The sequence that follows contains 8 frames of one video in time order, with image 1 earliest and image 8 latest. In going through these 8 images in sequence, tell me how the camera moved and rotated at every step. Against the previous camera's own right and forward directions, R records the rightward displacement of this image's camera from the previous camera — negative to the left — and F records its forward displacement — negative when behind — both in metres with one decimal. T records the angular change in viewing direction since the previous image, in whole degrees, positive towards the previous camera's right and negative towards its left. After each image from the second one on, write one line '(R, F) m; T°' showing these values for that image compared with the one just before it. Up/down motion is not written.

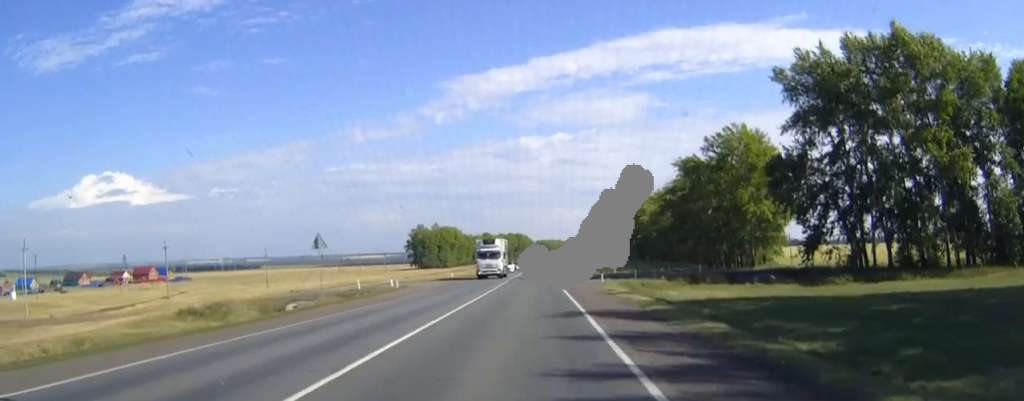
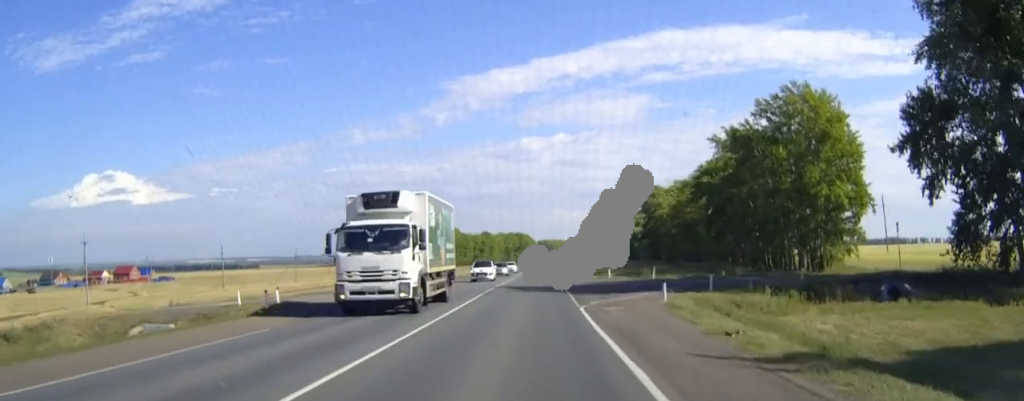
(-0.1, +24.8) m; 0°
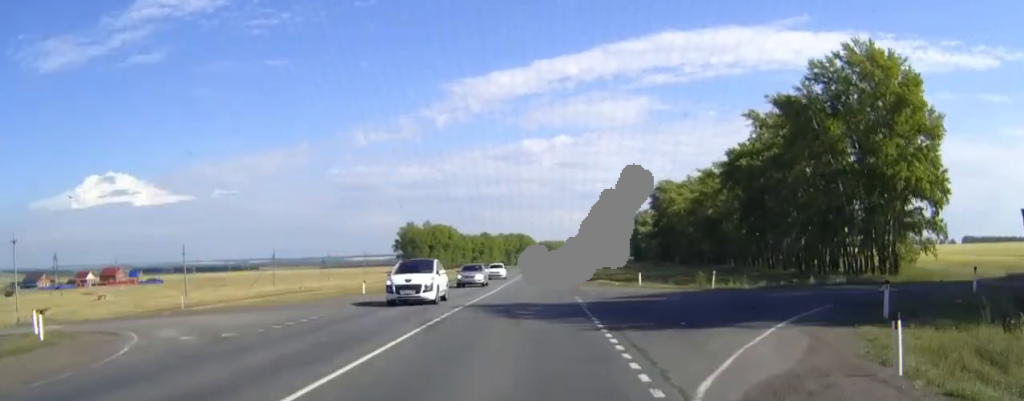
(0.0, +16.8) m; 0°
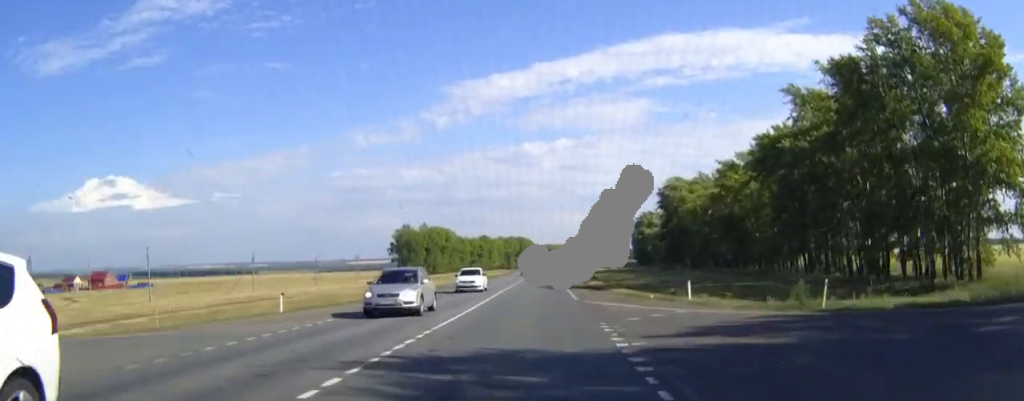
(0.0, +13.2) m; 0°
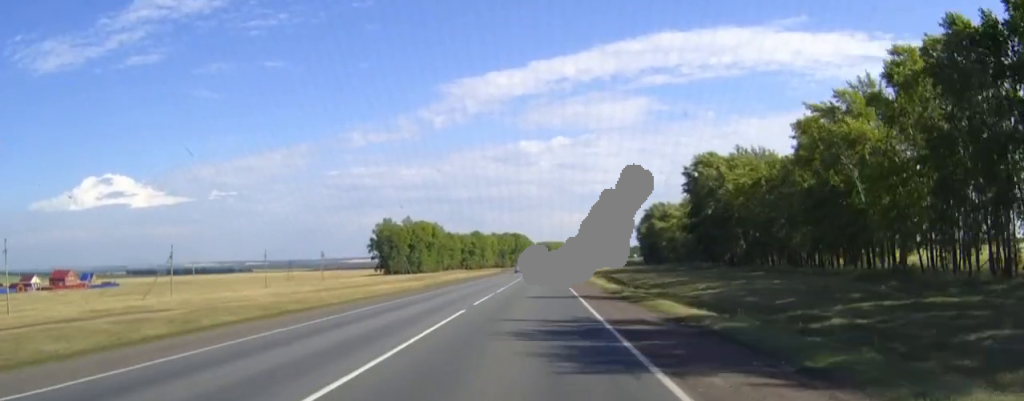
(0.0, +36.7) m; 0°
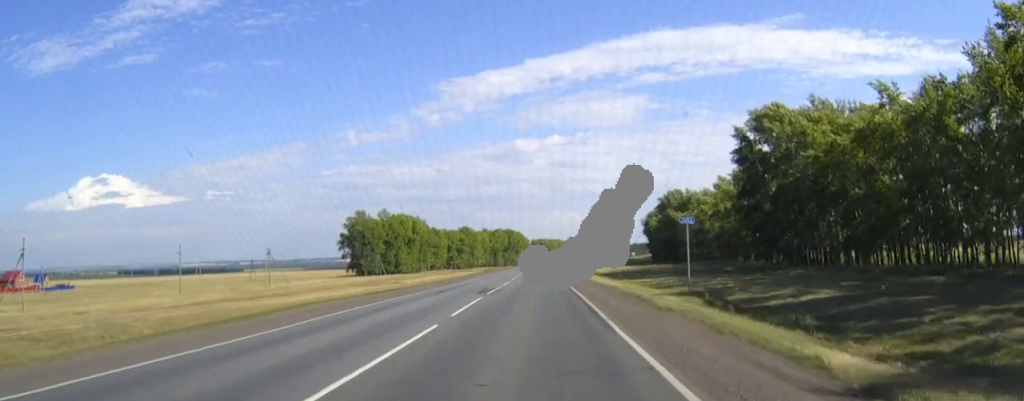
(+0.1, +41.8) m; 0°
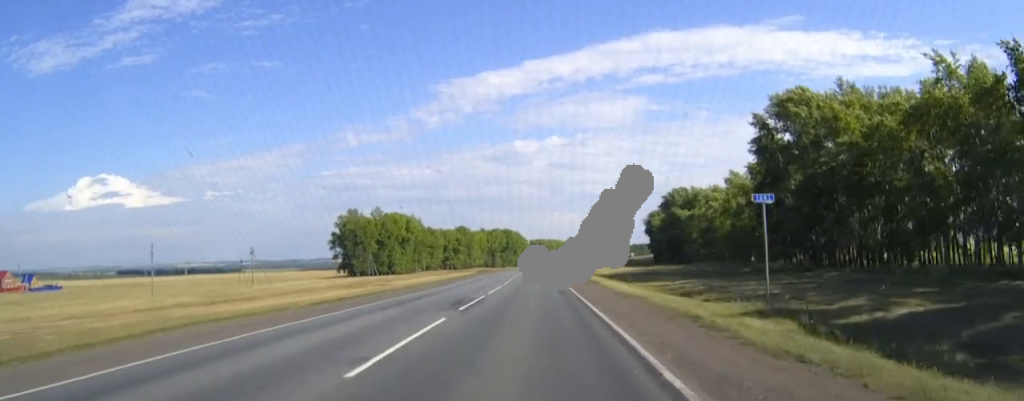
(0.0, +10.2) m; 0°
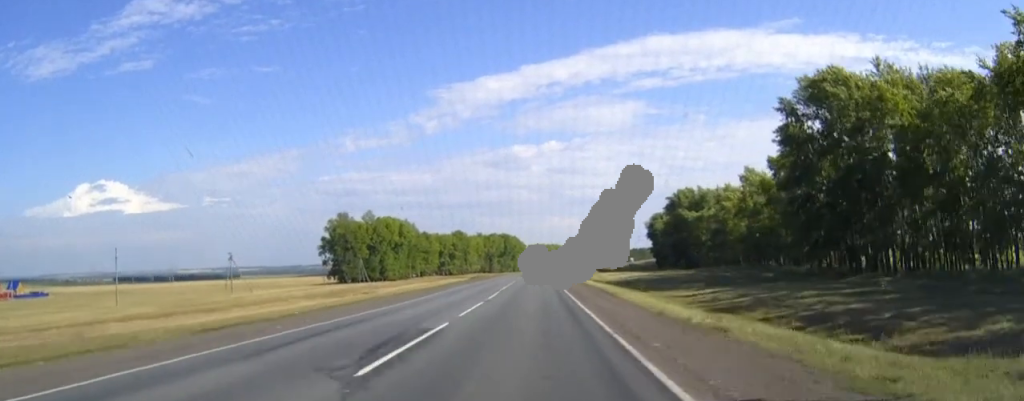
(0.0, +11.7) m; 0°
